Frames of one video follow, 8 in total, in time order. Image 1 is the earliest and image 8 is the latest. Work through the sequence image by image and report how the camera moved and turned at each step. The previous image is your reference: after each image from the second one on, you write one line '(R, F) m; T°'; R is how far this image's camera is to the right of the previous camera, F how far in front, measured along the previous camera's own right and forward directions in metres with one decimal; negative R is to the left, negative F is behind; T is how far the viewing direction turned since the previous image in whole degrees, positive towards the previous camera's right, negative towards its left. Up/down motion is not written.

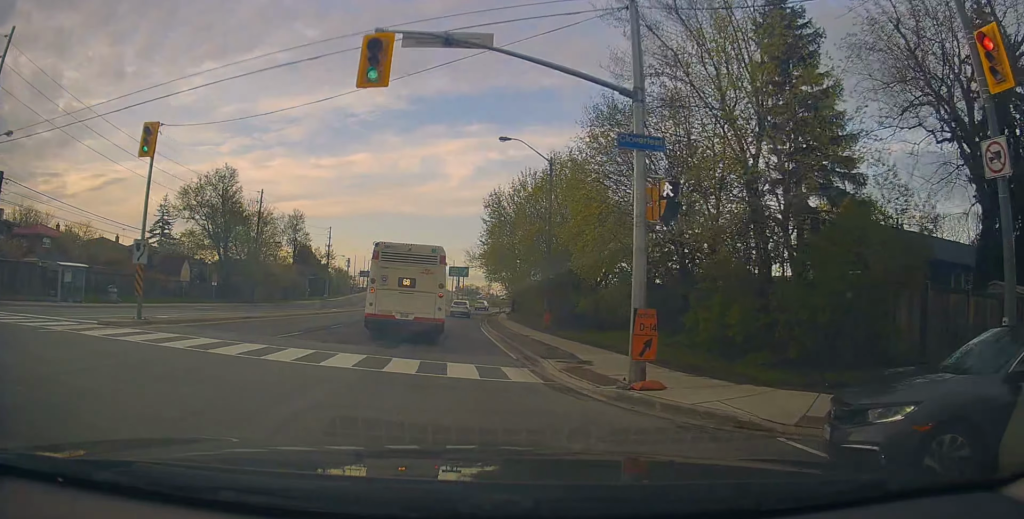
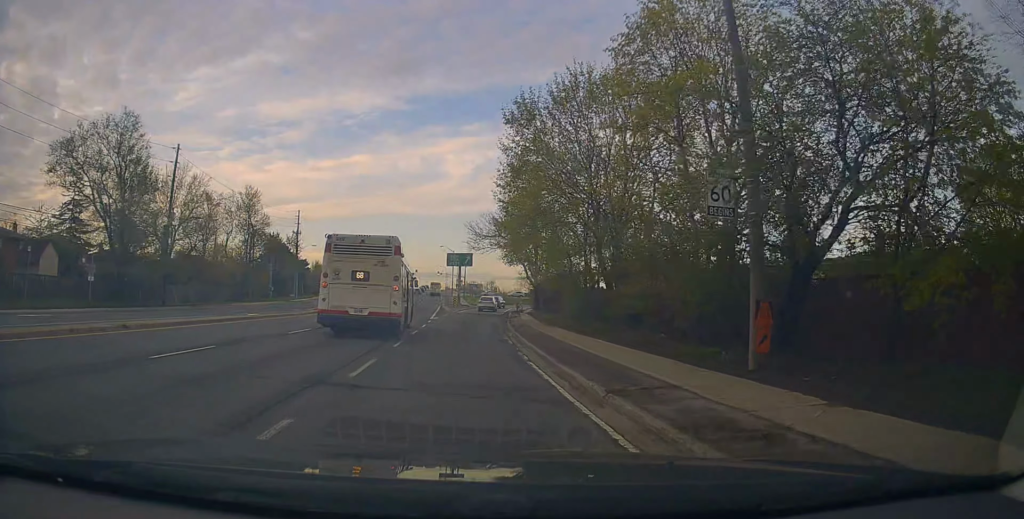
(-1.3, +22.2) m; -4°
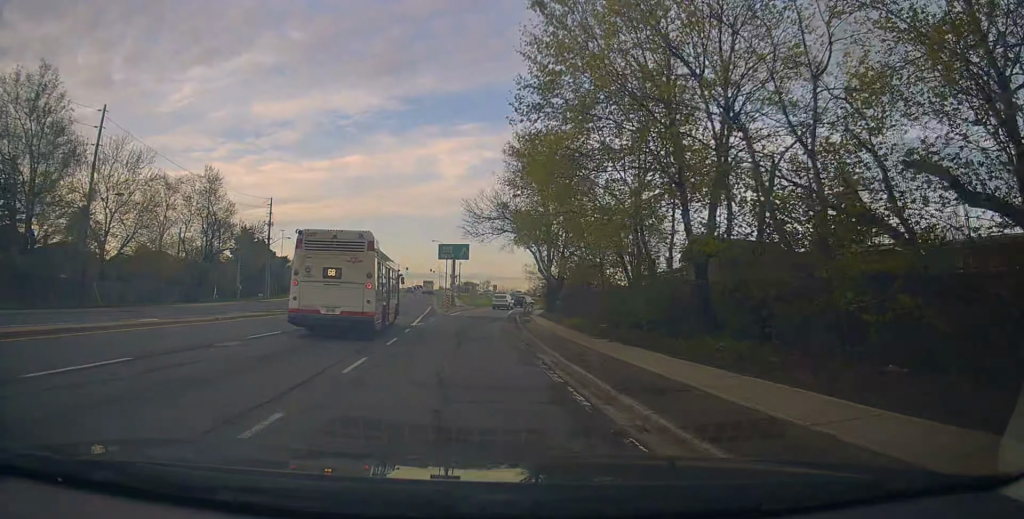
(+0.6, +11.4) m; +3°
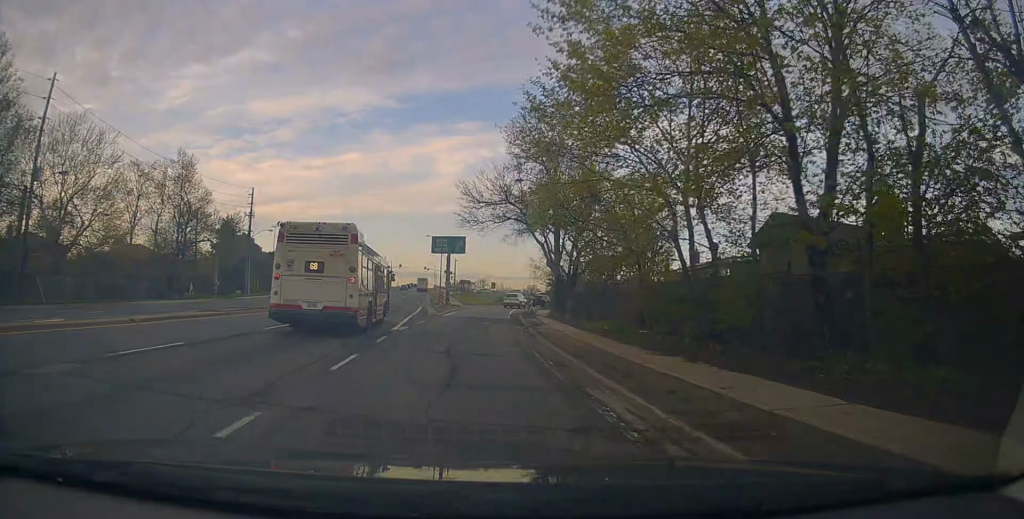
(+0.1, +6.2) m; 0°
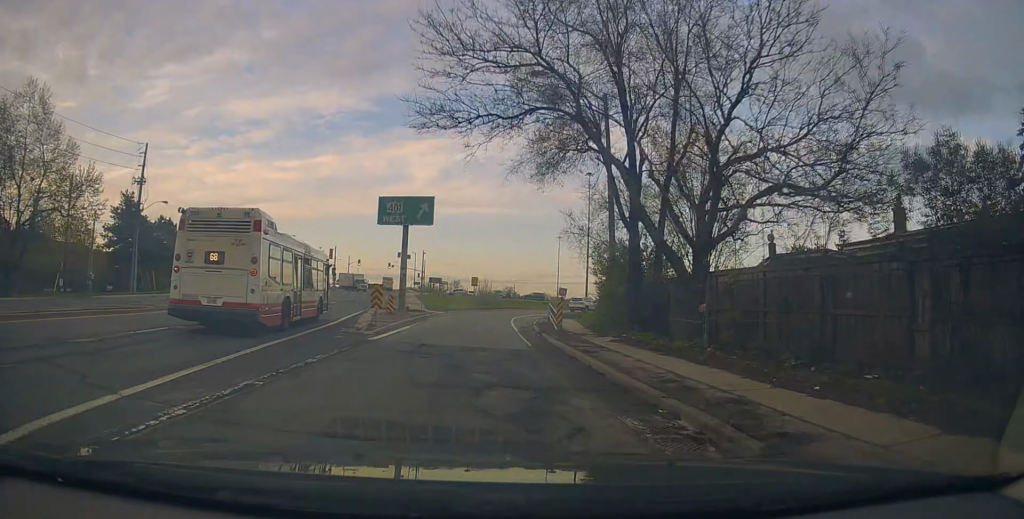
(-0.8, +23.2) m; +1°
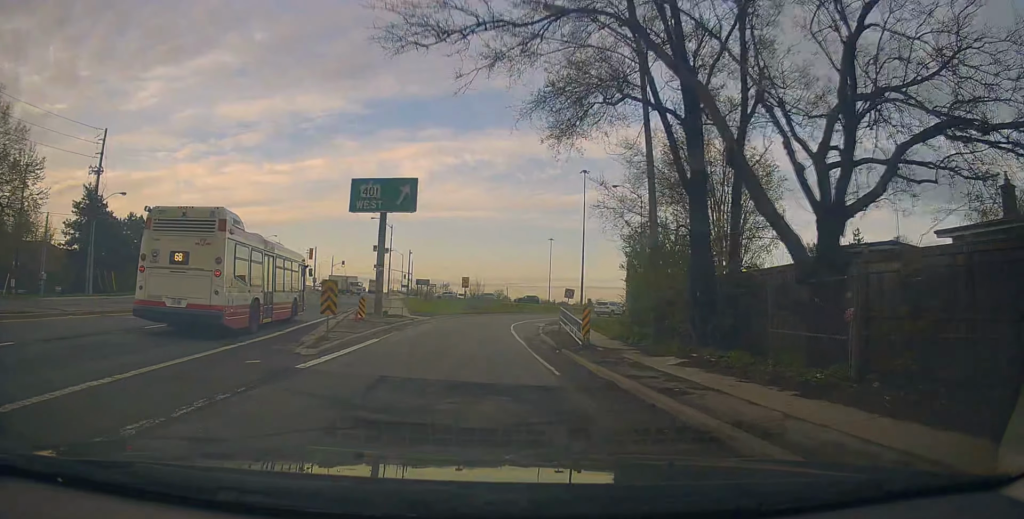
(+0.6, +6.5) m; +2°
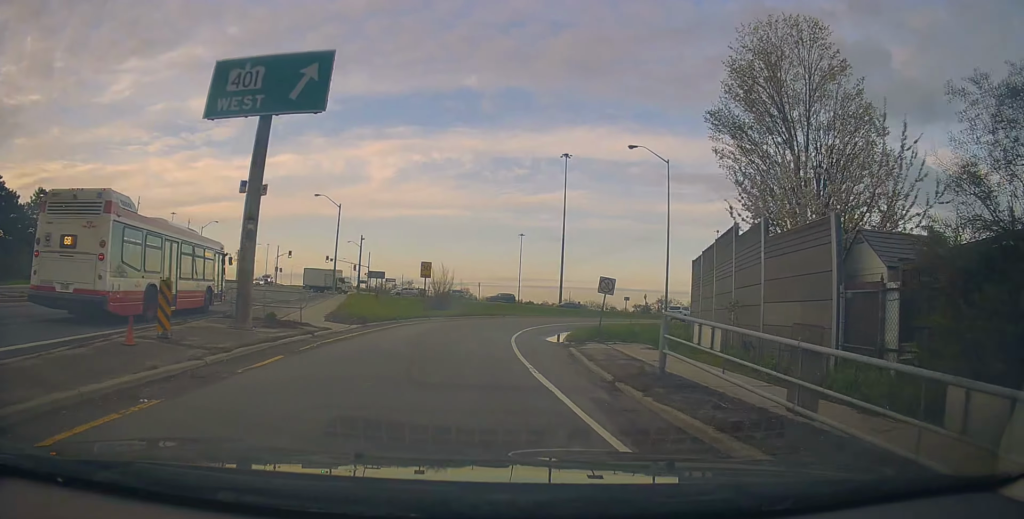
(+0.8, +15.6) m; +3°
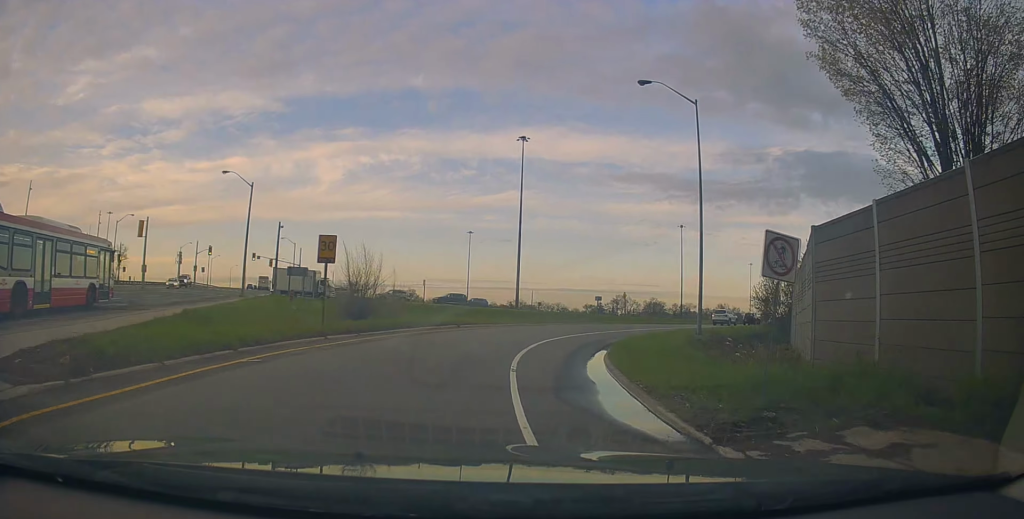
(0.0, +13.8) m; +3°
